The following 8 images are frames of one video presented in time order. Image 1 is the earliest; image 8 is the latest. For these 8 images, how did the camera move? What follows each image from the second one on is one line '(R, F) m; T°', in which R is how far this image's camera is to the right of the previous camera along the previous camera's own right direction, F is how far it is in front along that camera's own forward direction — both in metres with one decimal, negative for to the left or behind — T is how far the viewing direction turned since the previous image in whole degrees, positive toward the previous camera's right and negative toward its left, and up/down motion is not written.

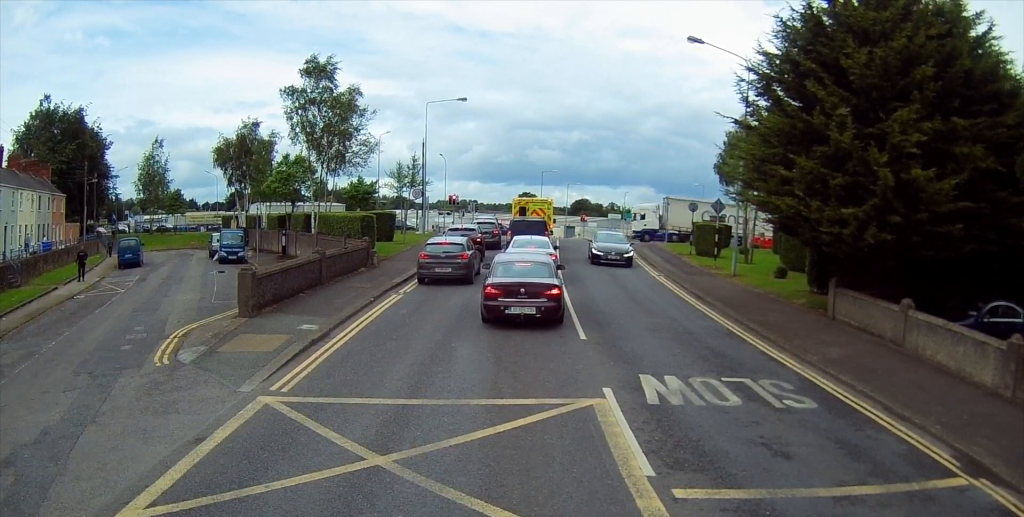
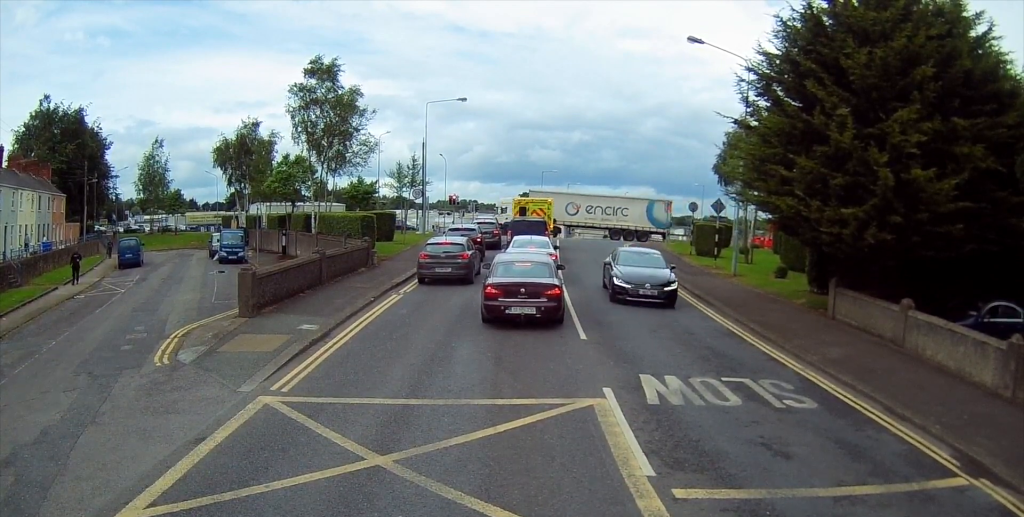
(0.0, 0.0) m; 0°
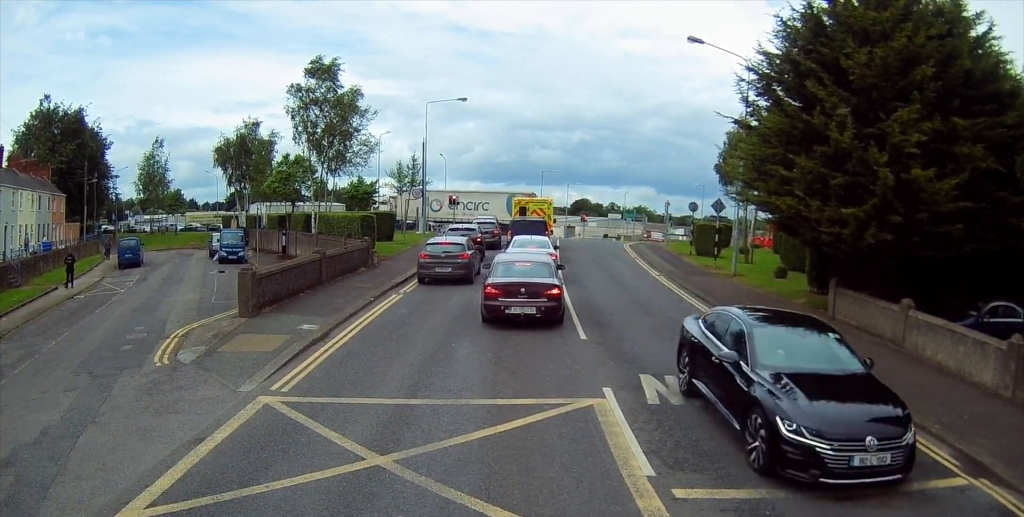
(0.0, 0.0) m; 0°
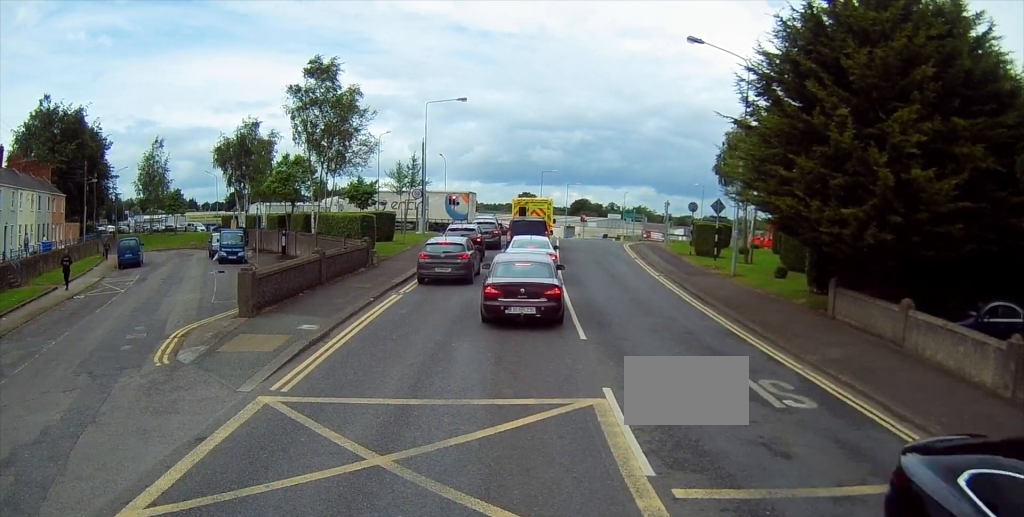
(0.0, 0.0) m; 0°
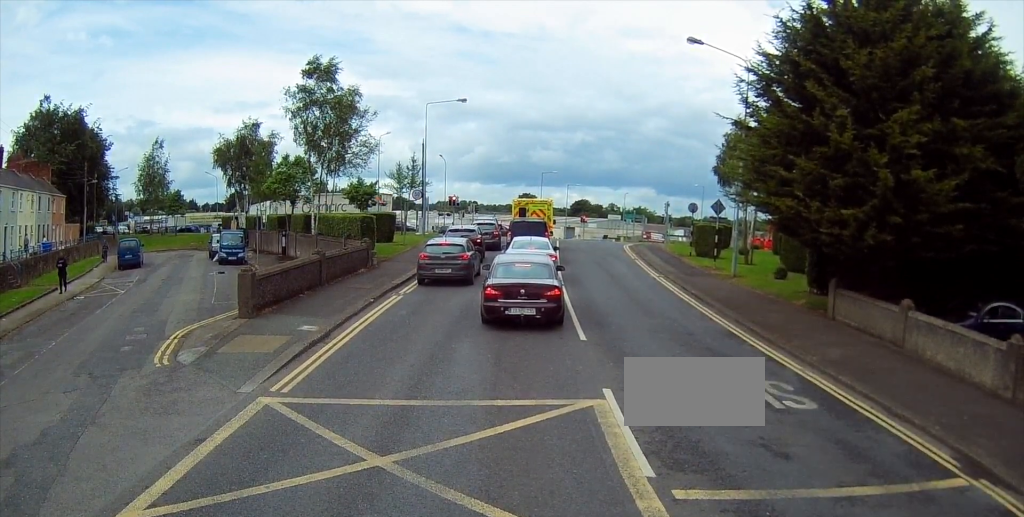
(0.0, 0.0) m; 0°
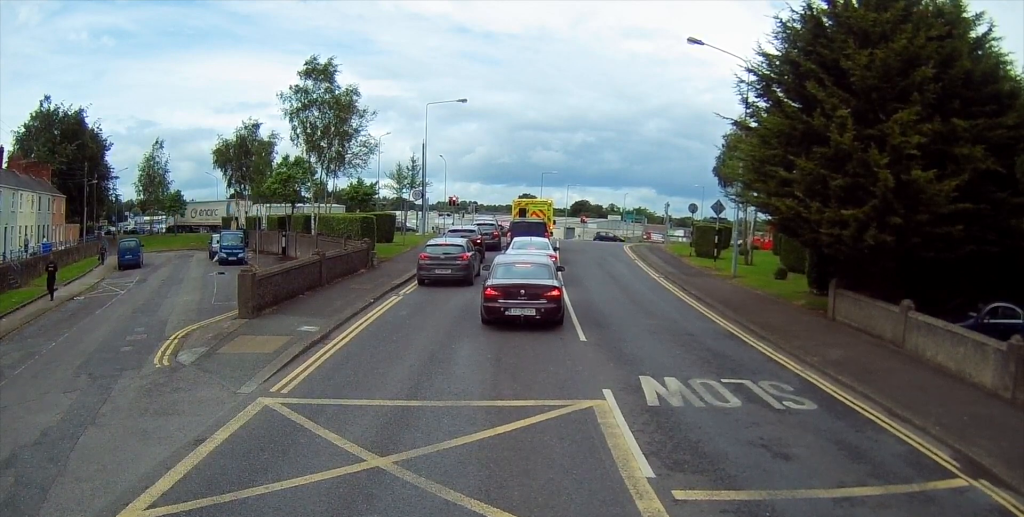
(0.0, 0.0) m; 0°
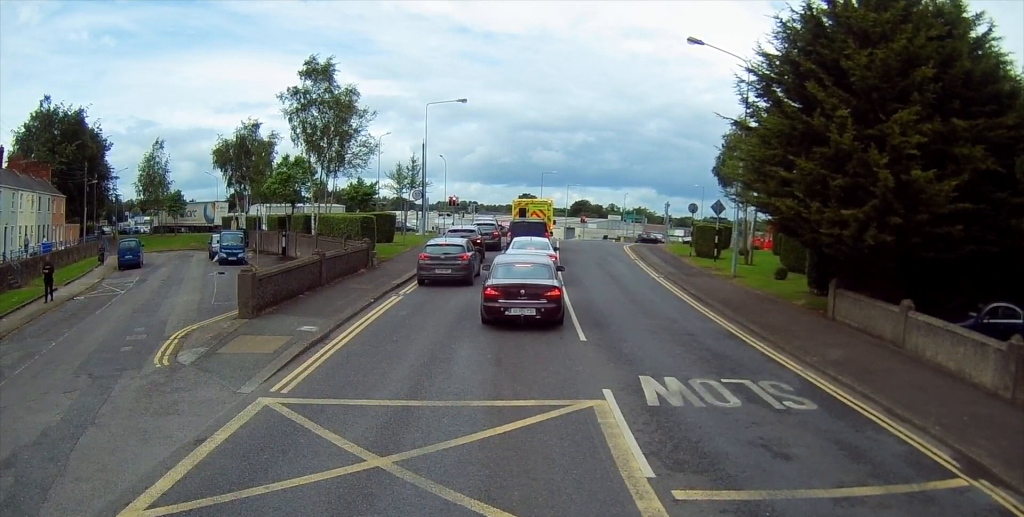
(0.0, 0.0) m; 0°
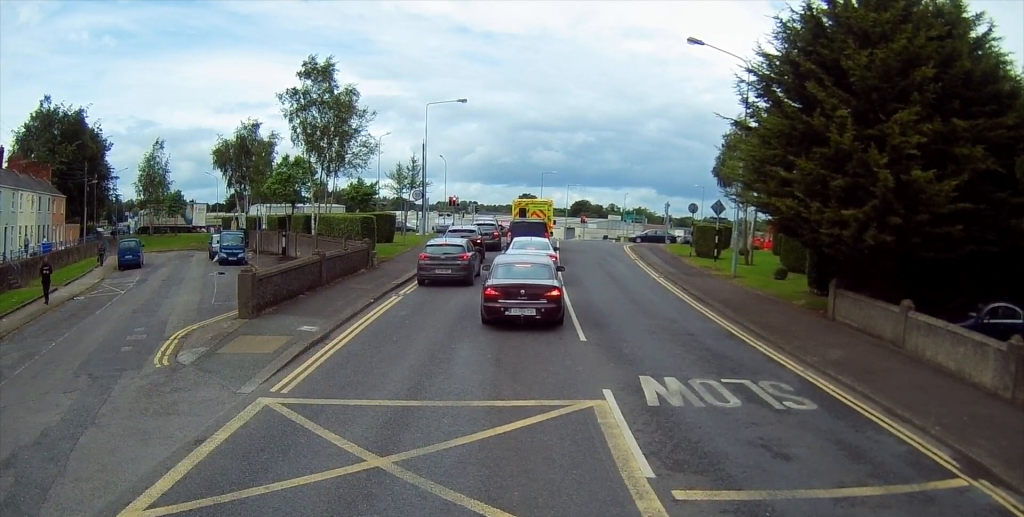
(0.0, 0.0) m; 0°
